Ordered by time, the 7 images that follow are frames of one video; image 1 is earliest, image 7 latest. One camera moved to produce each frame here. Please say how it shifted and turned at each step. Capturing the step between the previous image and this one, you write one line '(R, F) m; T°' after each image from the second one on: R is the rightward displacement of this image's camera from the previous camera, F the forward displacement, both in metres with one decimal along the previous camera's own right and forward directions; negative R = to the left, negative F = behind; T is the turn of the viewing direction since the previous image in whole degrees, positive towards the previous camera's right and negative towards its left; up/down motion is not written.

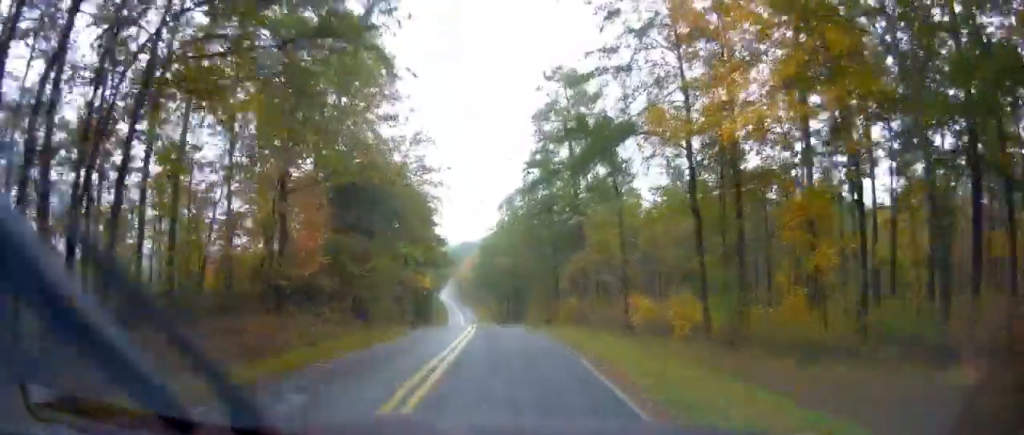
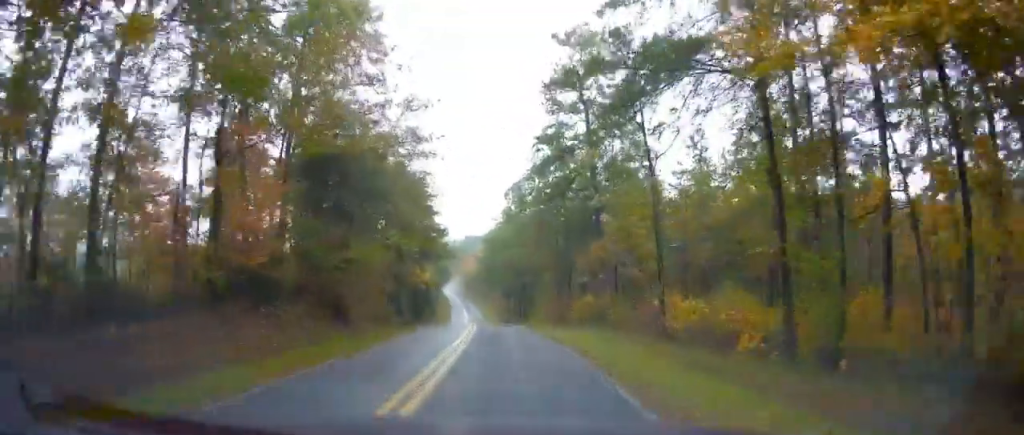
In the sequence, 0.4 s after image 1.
(0.0, +6.0) m; -2°
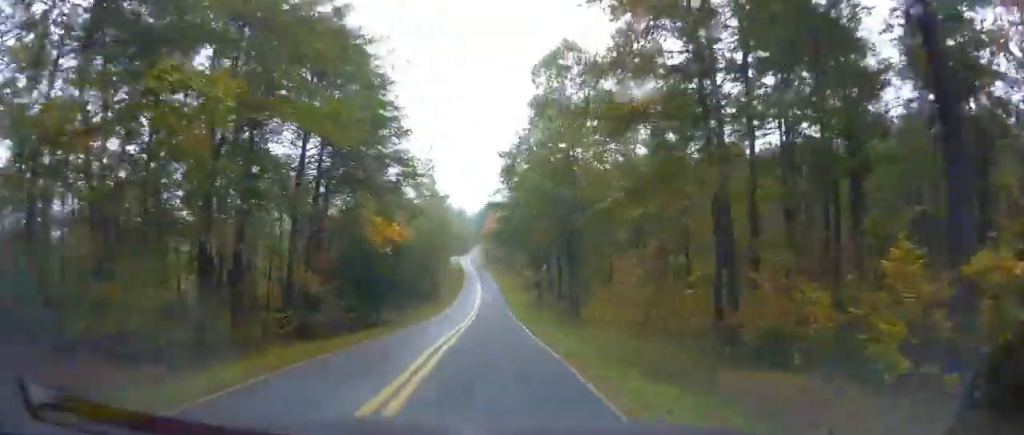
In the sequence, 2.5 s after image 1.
(-2.4, +30.1) m; -8°
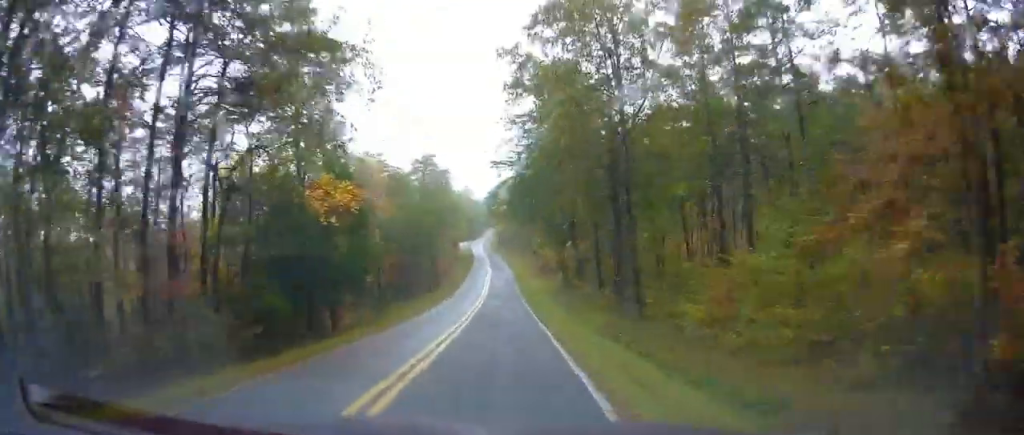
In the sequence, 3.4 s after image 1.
(-0.3, +13.0) m; -2°
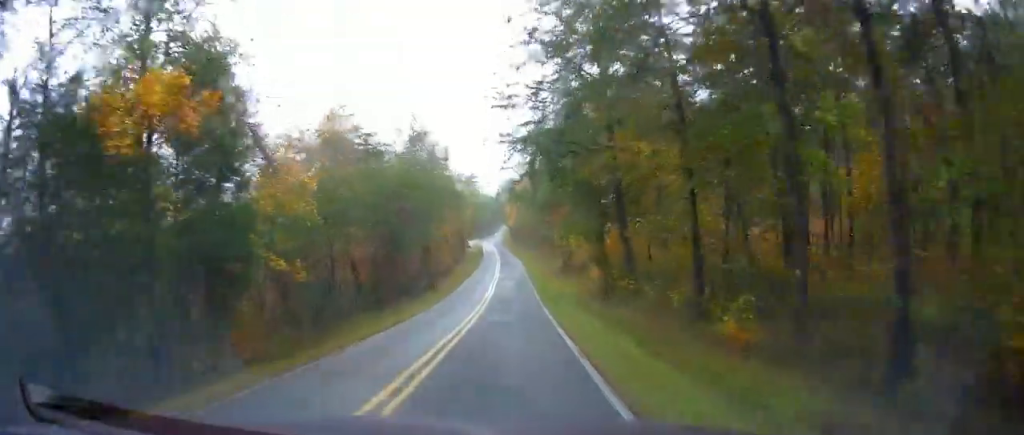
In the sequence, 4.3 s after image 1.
(-0.3, +14.1) m; -2°
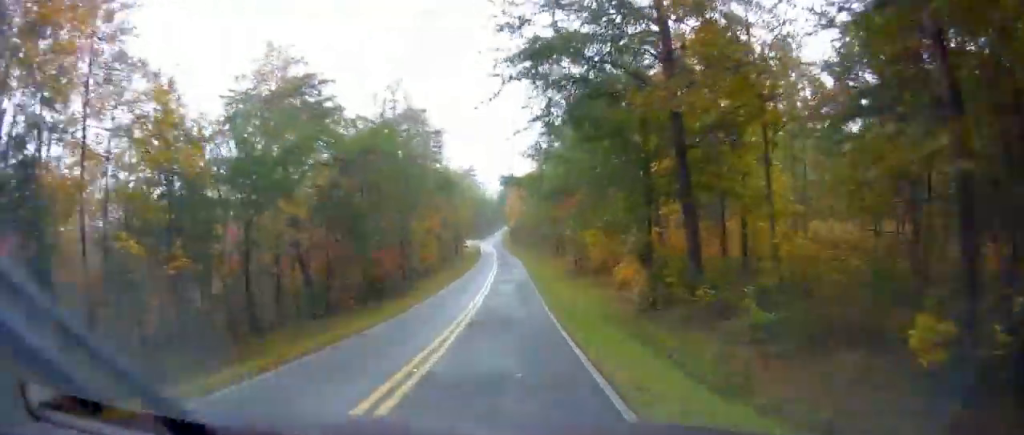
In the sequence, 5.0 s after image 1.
(0.0, +9.6) m; -1°
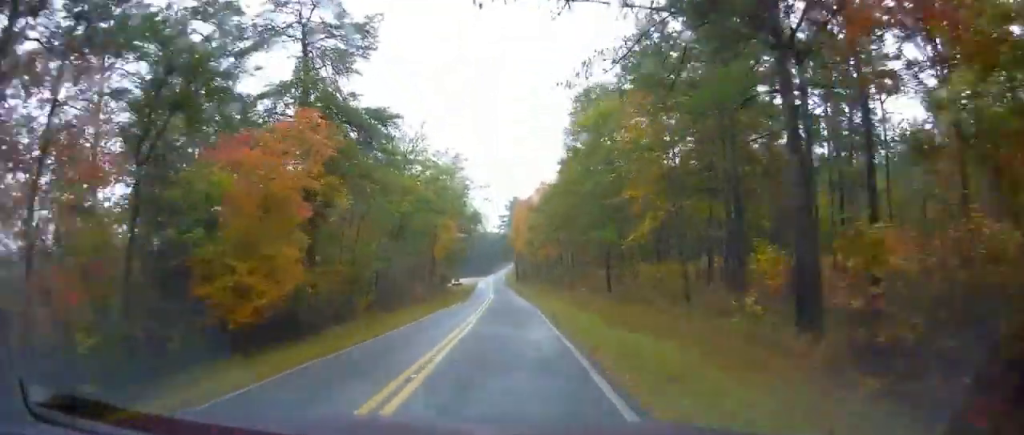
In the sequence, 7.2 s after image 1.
(+0.4, +36.7) m; +1°
